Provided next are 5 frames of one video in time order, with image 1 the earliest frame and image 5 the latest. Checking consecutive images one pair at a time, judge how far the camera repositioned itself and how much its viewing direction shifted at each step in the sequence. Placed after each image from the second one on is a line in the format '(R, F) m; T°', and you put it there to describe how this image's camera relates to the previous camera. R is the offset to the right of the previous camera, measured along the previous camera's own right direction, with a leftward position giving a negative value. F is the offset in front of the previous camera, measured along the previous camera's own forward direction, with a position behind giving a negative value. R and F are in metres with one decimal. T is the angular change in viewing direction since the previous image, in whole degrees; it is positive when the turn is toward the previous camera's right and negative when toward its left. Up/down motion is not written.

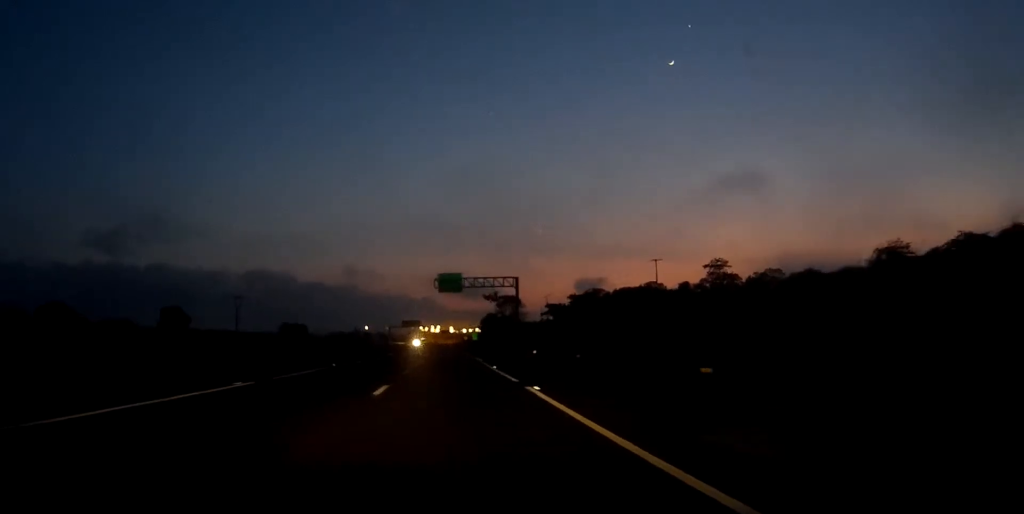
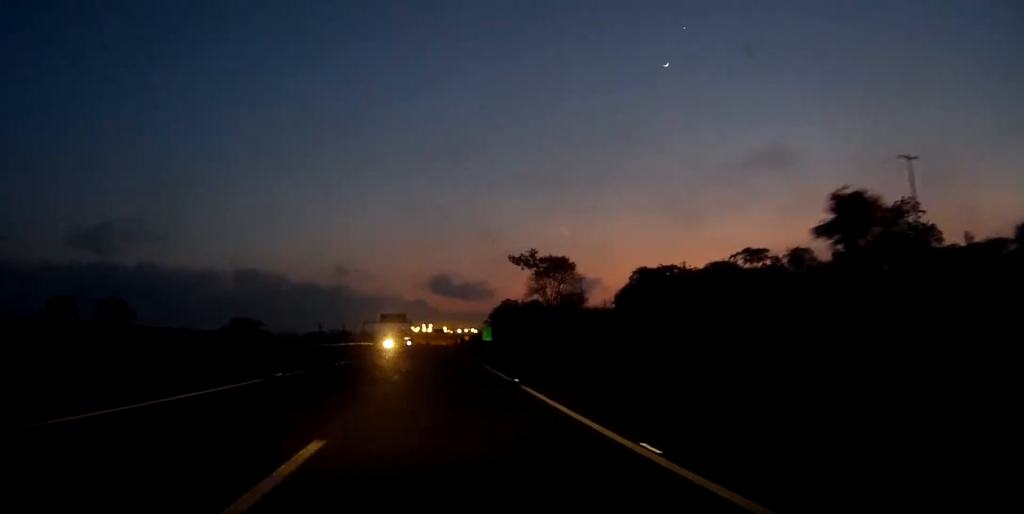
(+0.2, +75.0) m; 0°
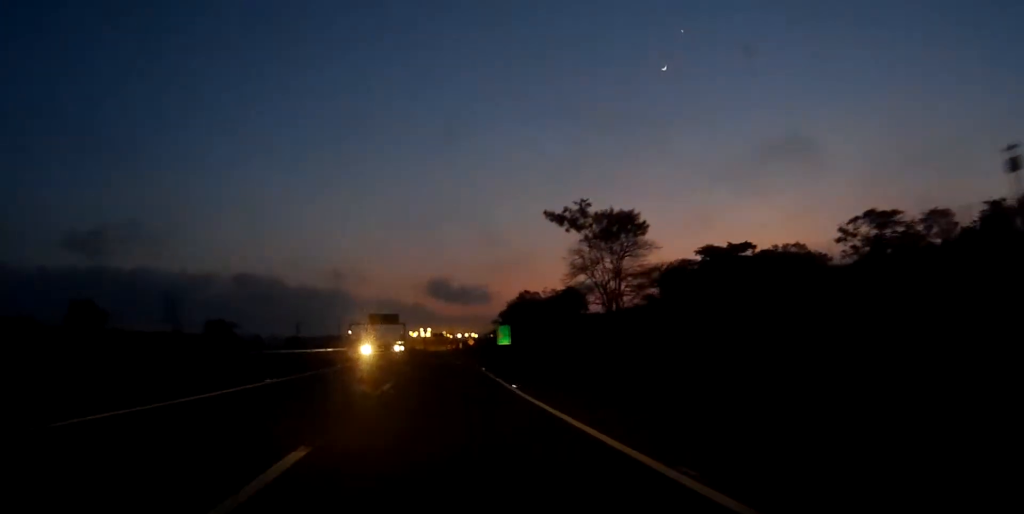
(+0.1, +32.1) m; 0°
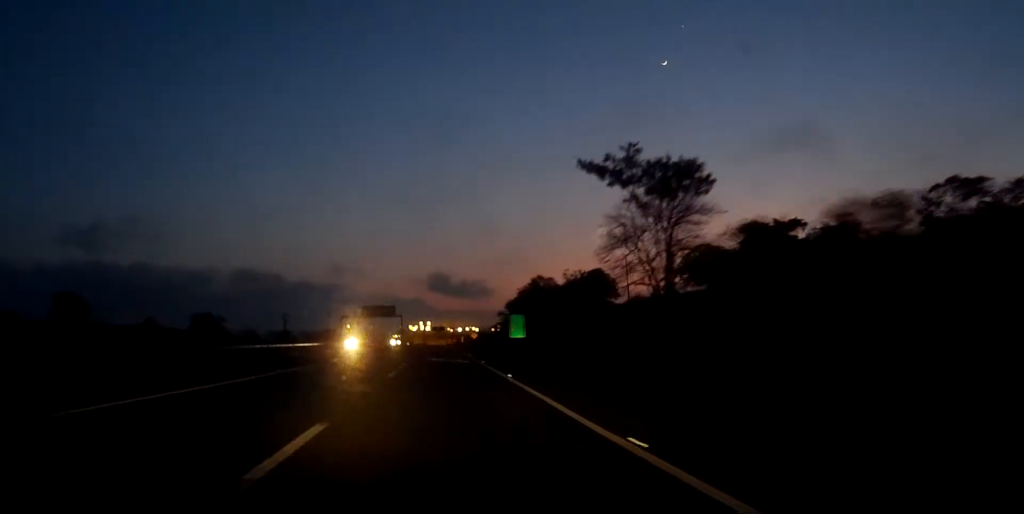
(-0.1, +14.2) m; 0°
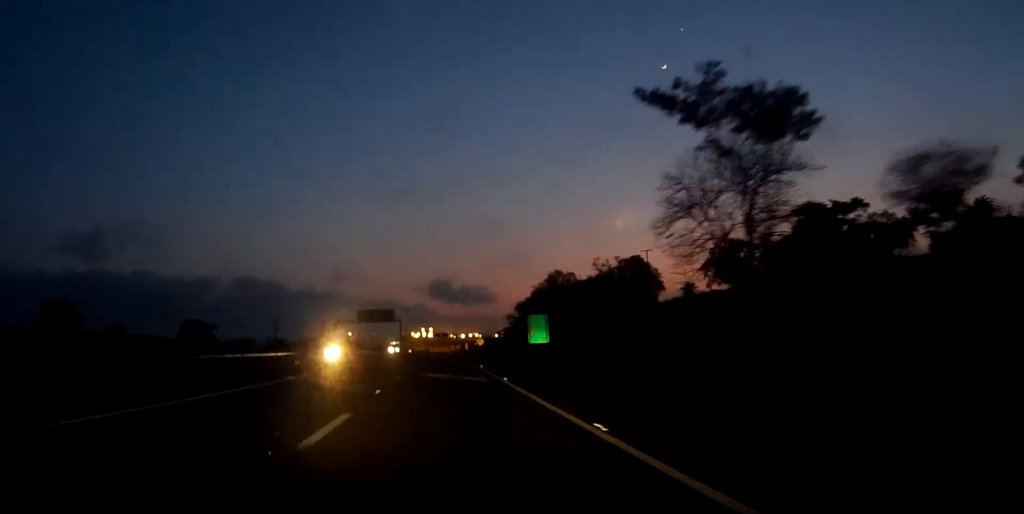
(0.0, +13.1) m; 0°
